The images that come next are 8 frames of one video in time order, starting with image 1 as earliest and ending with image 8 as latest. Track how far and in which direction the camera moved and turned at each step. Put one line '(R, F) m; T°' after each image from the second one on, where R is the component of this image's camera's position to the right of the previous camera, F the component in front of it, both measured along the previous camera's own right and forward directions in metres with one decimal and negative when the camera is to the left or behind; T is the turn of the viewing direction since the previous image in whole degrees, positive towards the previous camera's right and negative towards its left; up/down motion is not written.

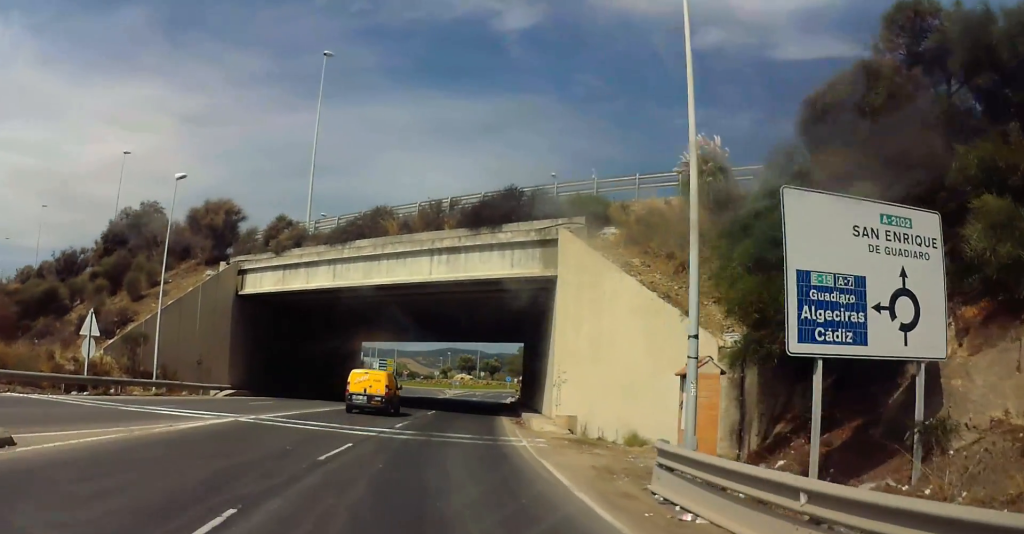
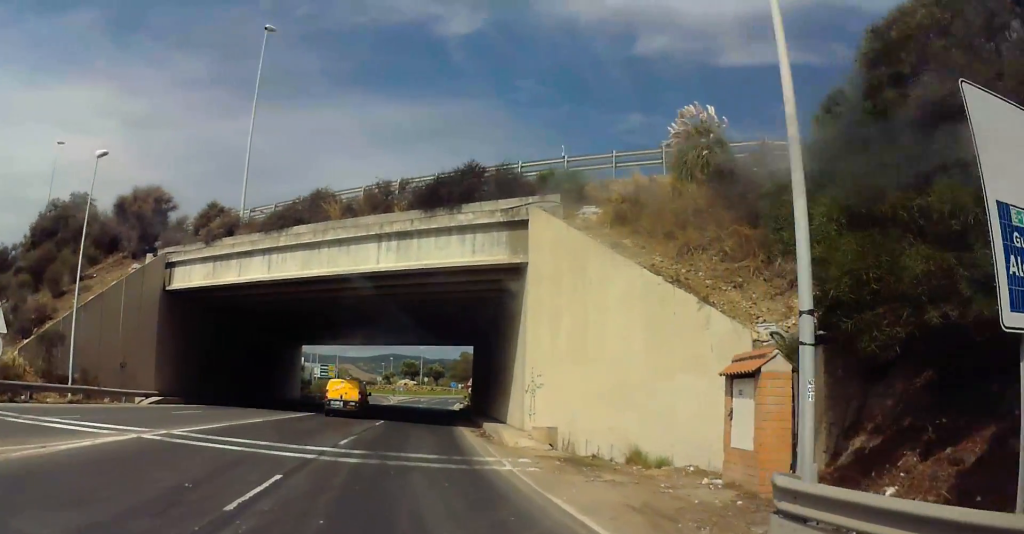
(+0.5, +4.0) m; +7°
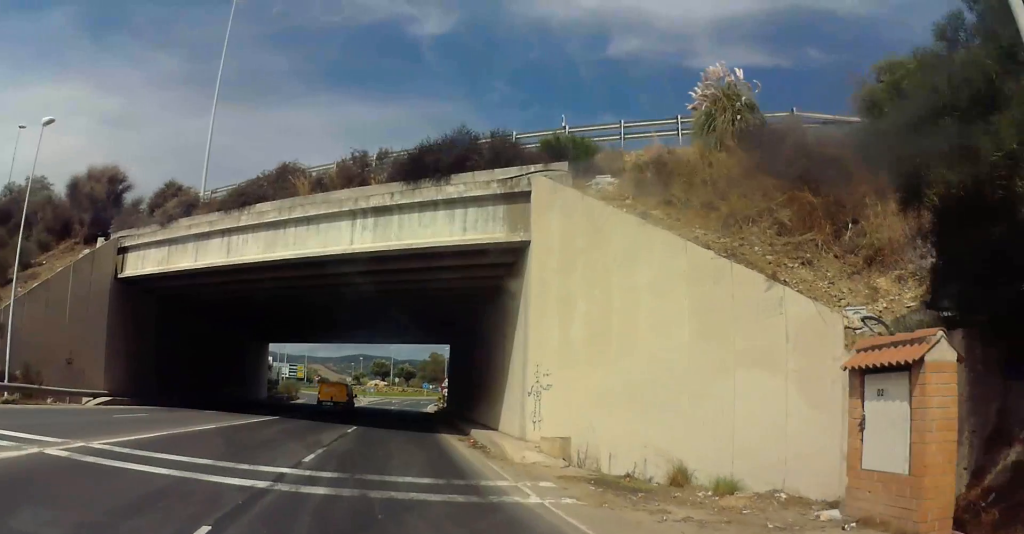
(+0.3, +3.8) m; +5°
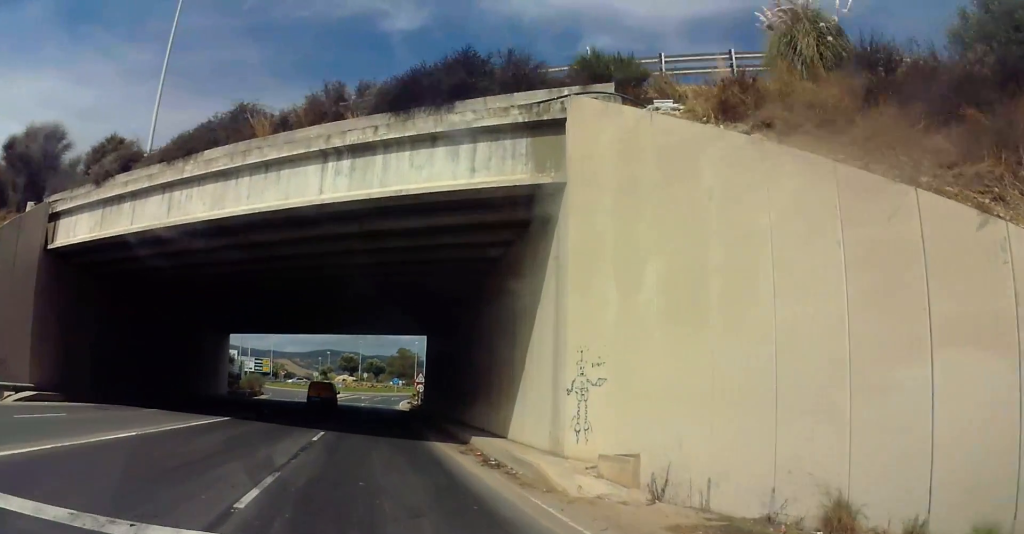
(+0.2, +5.2) m; 0°
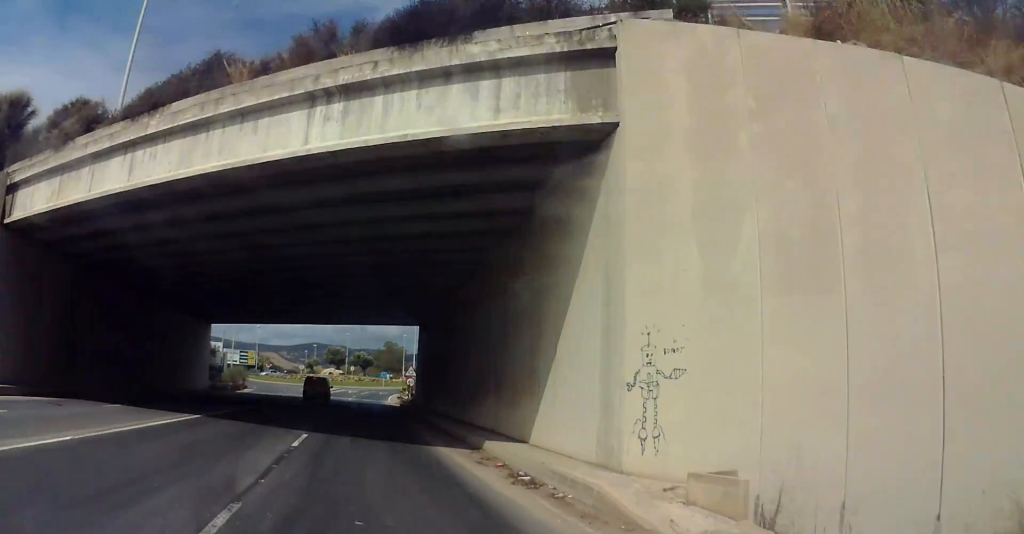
(+0.2, +3.6) m; -1°
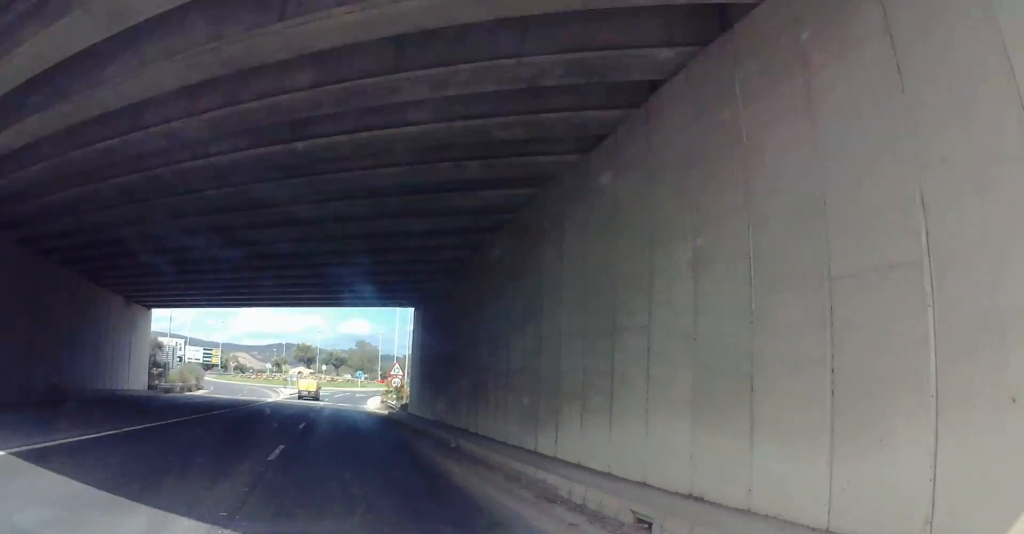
(-0.9, +12.0) m; -5°
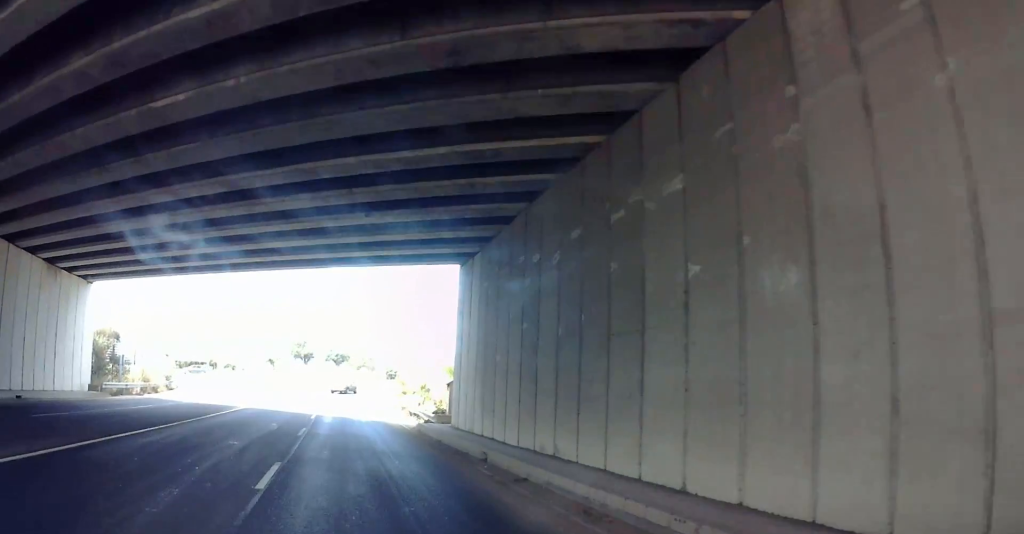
(0.0, +12.4) m; 0°
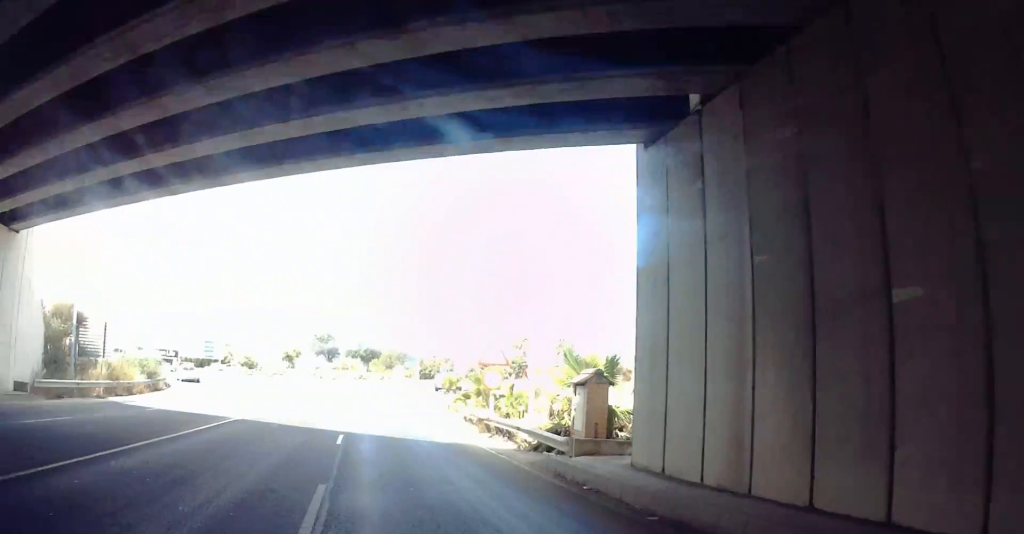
(0.0, +12.4) m; 0°
